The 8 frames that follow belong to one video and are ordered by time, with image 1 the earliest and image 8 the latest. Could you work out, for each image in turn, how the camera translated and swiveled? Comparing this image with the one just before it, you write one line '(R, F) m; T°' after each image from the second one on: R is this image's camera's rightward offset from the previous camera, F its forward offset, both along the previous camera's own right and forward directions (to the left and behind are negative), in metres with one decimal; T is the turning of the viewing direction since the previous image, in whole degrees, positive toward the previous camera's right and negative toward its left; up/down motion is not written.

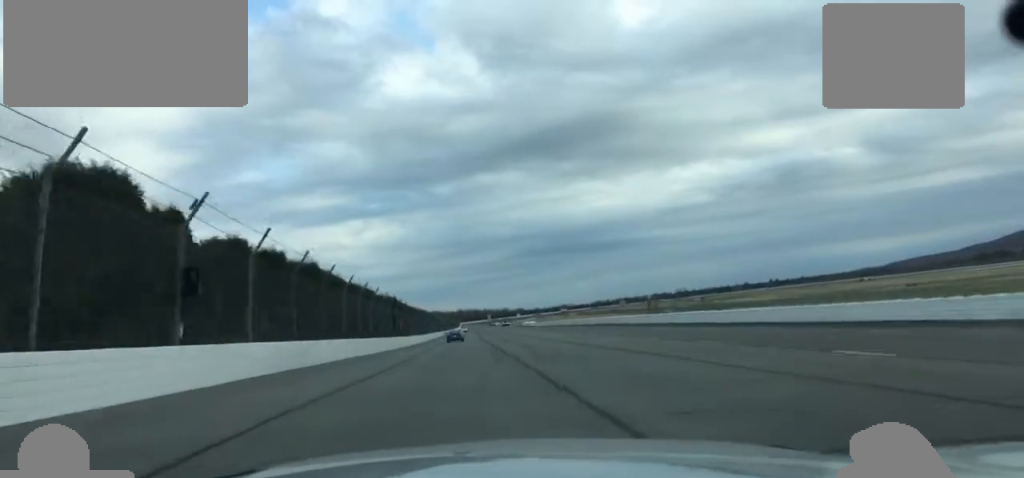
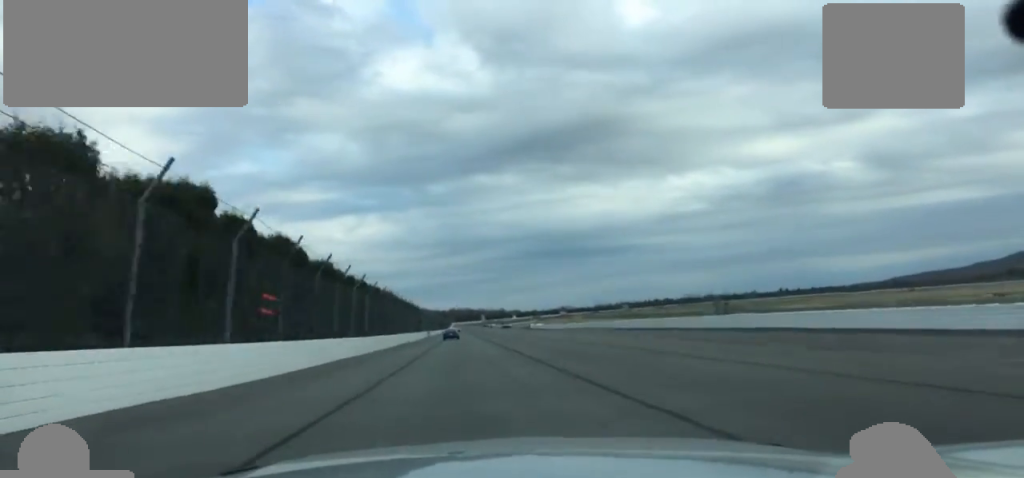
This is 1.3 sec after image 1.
(+0.8, +67.4) m; +1°
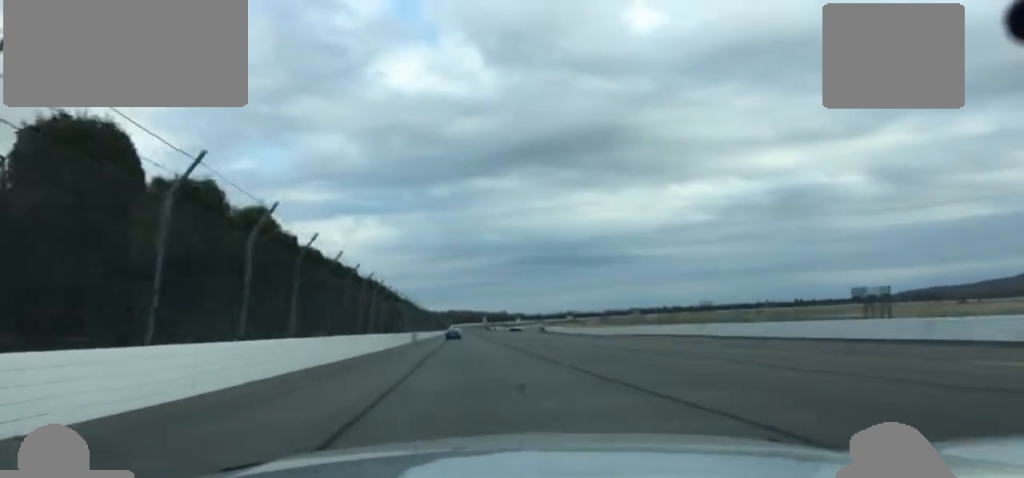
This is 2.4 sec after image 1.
(0.0, +62.9) m; 0°
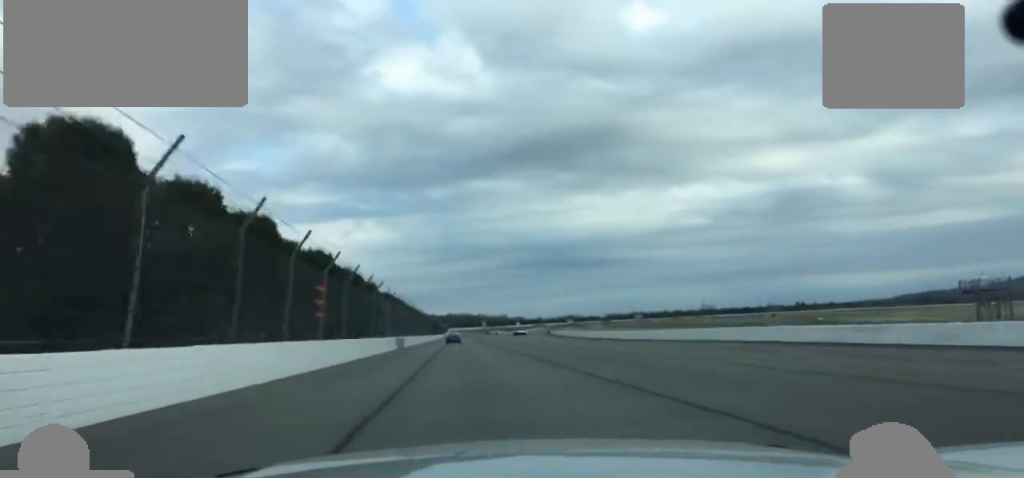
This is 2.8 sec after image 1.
(0.0, +24.5) m; 0°
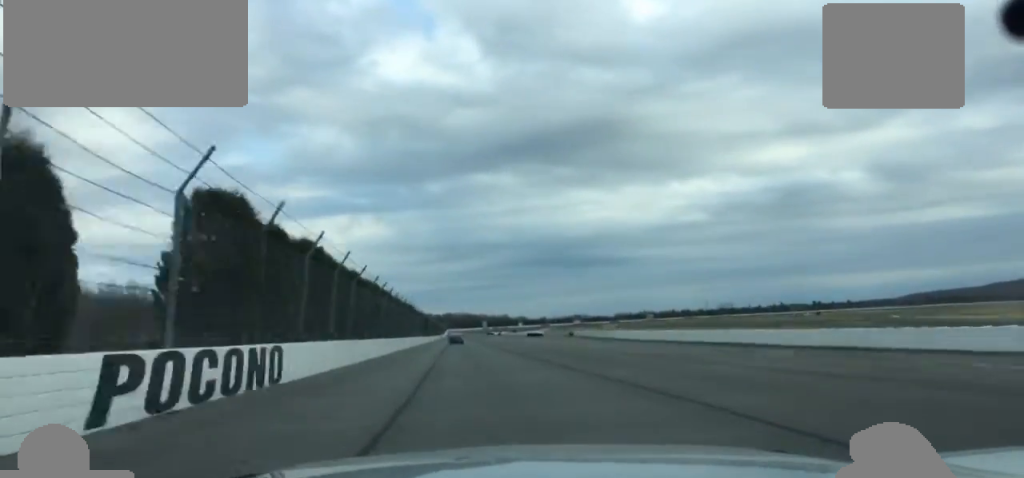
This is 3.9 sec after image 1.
(+0.2, +59.3) m; 0°
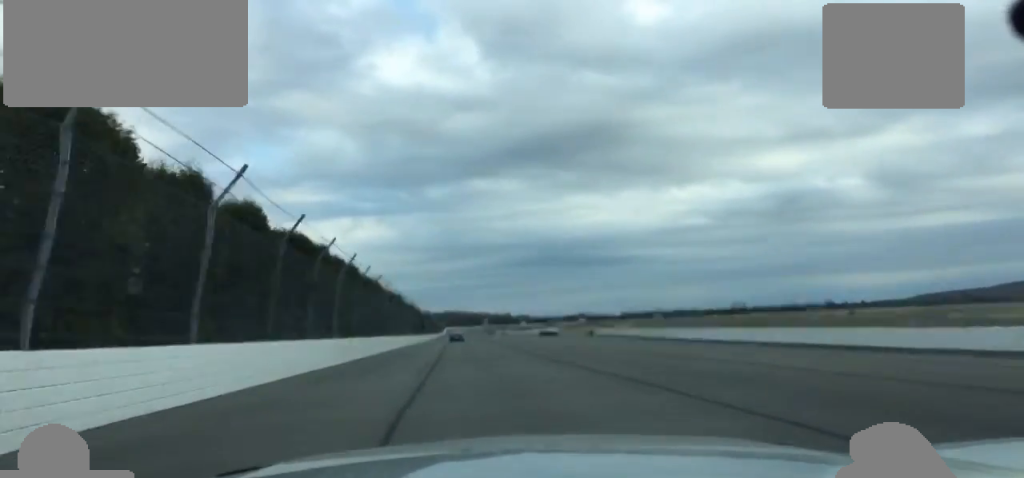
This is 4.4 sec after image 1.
(+0.3, +28.9) m; 0°
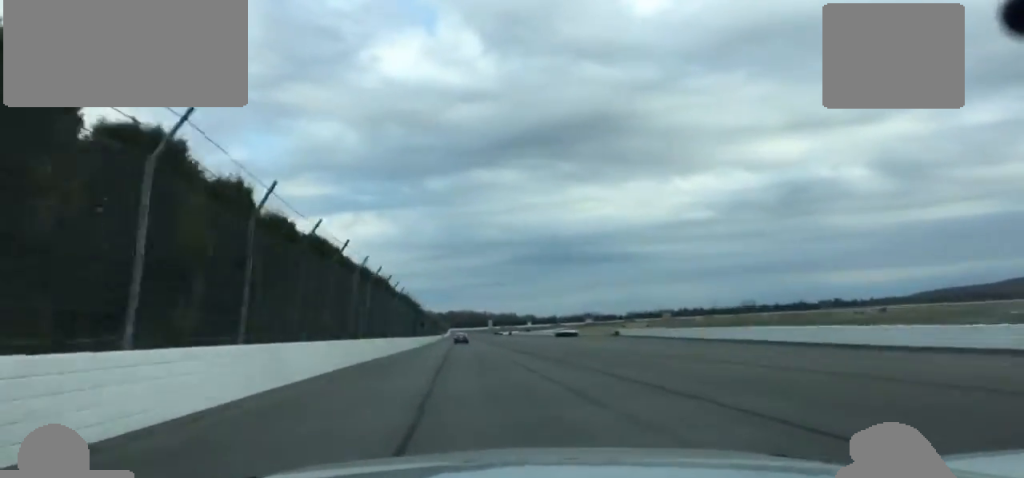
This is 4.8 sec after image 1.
(0.0, +26.8) m; 0°
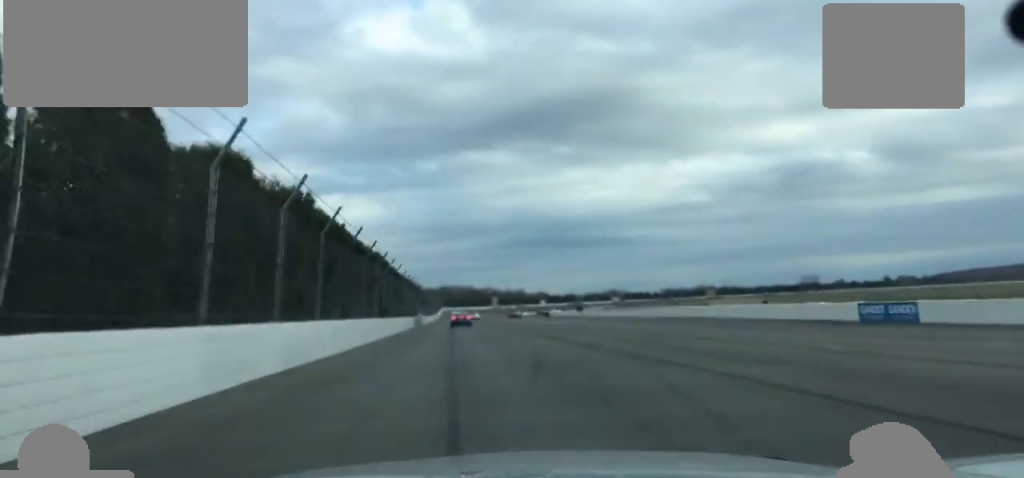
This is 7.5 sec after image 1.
(-0.1, +145.8) m; 0°
